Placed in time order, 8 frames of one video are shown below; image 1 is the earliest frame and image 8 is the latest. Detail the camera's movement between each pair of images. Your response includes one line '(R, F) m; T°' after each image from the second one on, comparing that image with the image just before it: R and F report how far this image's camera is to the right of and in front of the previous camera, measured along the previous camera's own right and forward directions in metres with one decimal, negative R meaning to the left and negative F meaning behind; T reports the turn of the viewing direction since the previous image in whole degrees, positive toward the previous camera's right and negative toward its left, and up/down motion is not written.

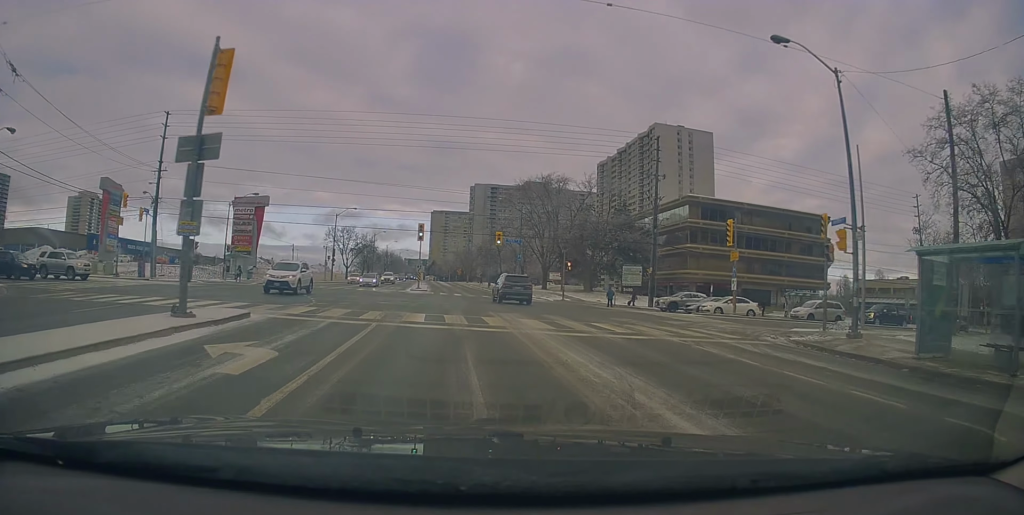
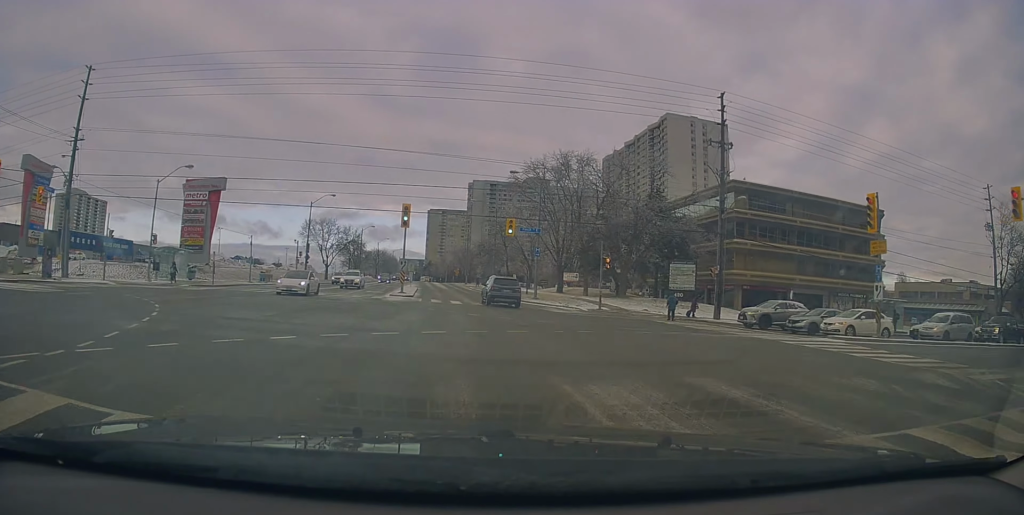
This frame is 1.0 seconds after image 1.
(0.0, +14.5) m; 0°
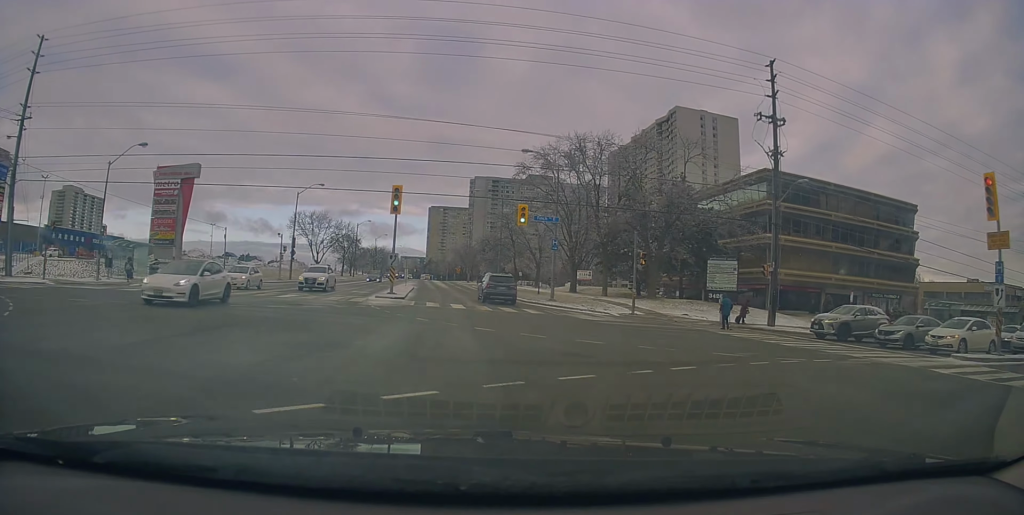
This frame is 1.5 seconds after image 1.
(0.0, +7.1) m; 0°
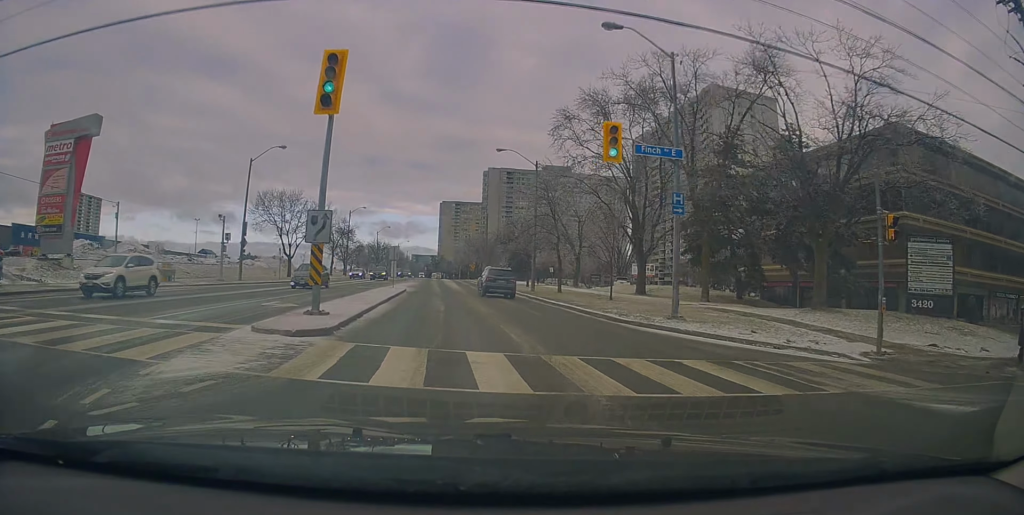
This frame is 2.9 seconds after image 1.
(-0.2, +20.0) m; -1°
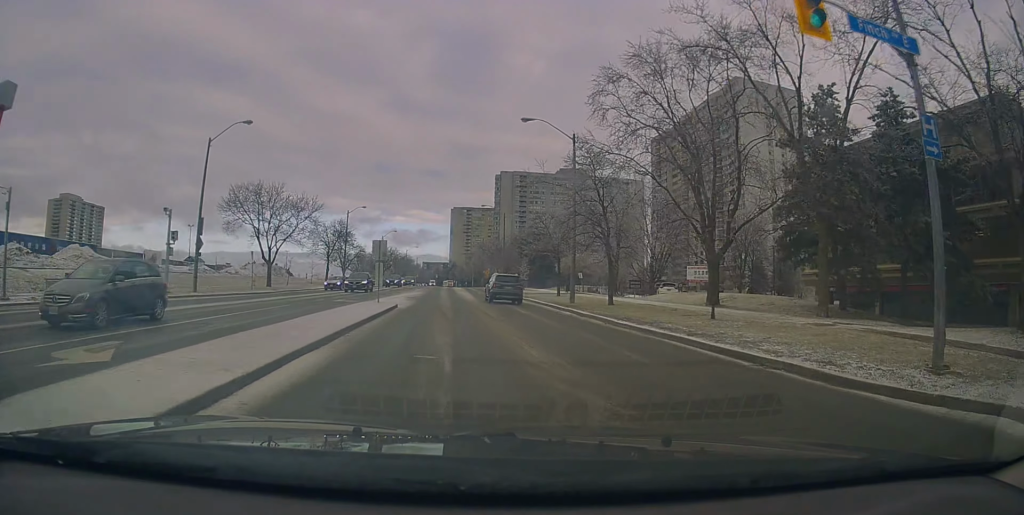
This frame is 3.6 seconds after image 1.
(0.0, +10.6) m; -1°
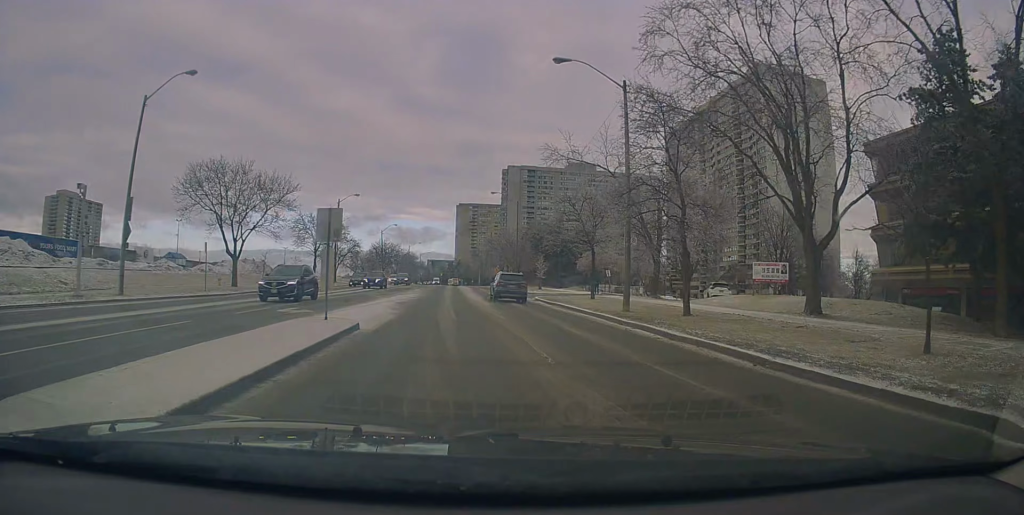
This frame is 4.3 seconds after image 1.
(-0.2, +10.2) m; 0°
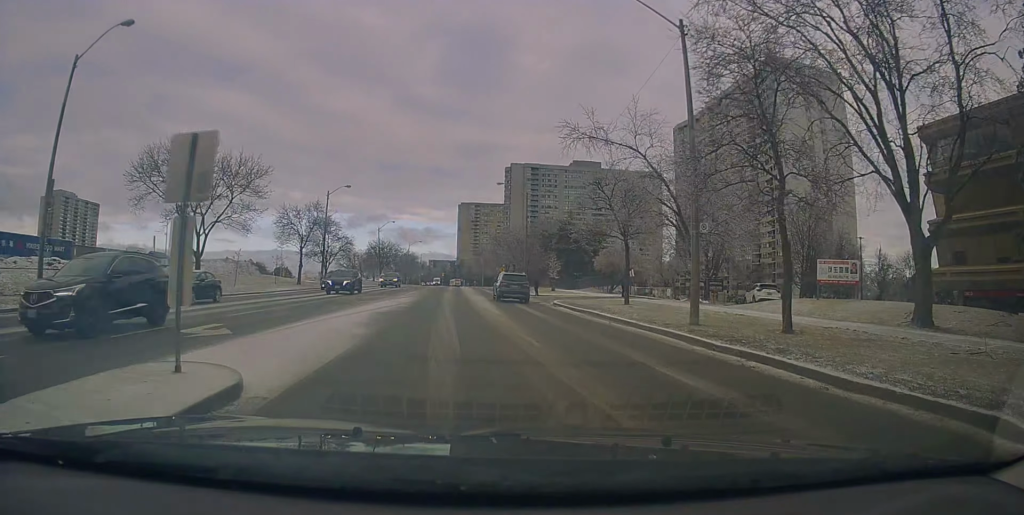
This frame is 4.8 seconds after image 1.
(-0.2, +7.0) m; 0°
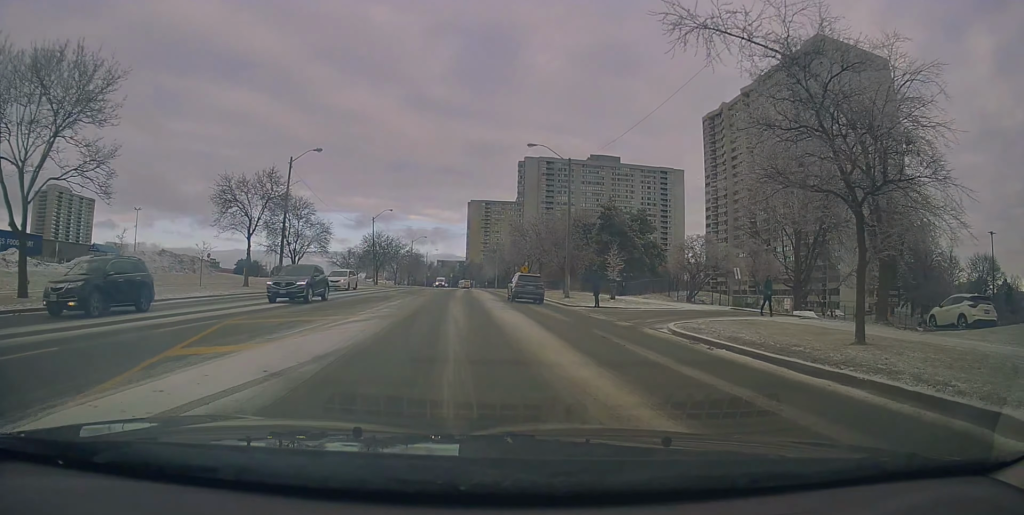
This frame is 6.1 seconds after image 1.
(+0.4, +18.2) m; 0°
